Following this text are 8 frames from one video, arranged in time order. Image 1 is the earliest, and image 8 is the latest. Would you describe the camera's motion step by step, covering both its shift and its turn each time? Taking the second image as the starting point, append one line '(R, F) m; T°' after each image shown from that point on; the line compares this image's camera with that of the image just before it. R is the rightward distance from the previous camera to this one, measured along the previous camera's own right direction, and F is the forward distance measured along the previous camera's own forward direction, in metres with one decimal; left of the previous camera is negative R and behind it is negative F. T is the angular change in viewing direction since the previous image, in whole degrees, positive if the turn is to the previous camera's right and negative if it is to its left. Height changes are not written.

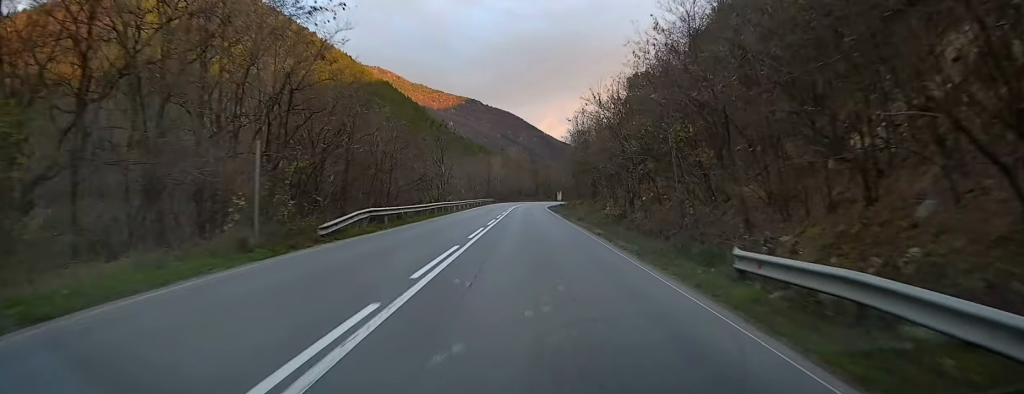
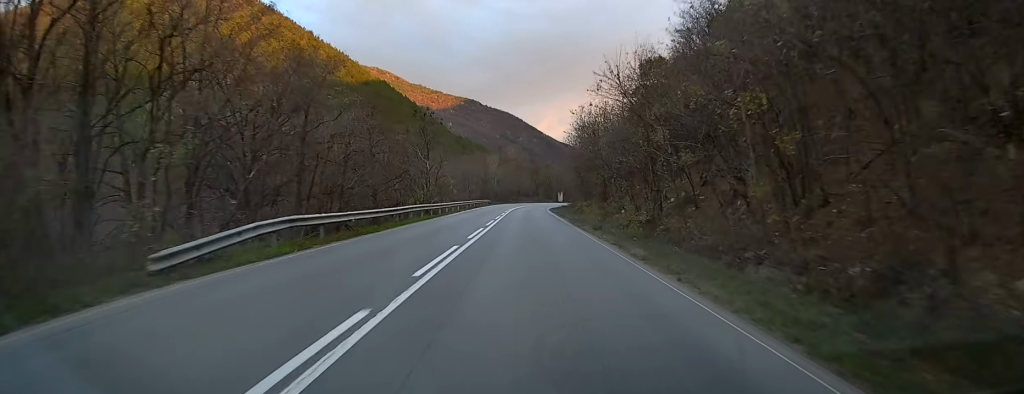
(+0.1, +9.1) m; 0°
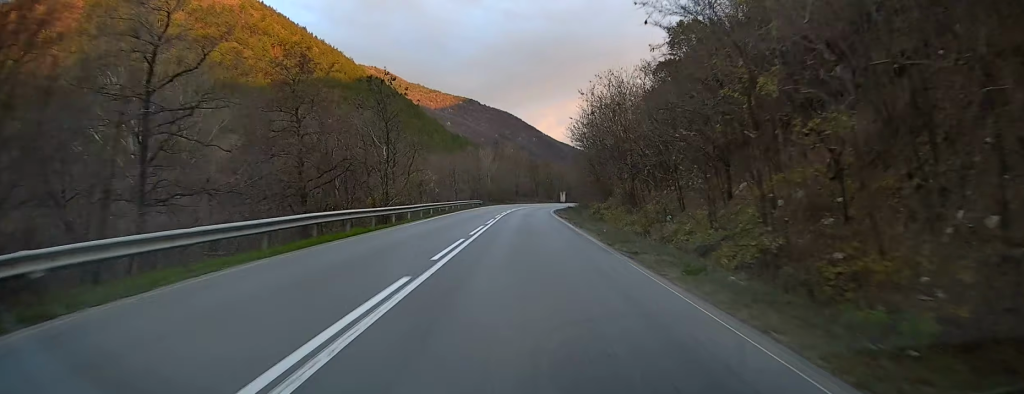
(+0.1, +15.8) m; 0°
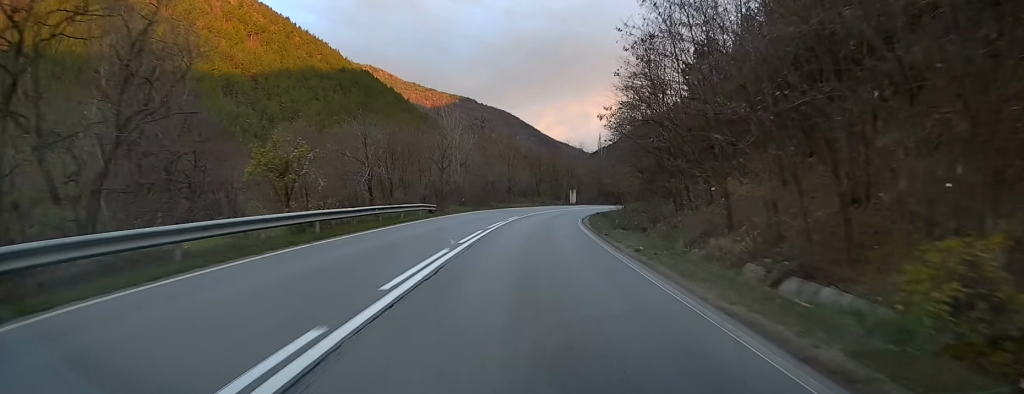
(+0.1, +39.5) m; +1°
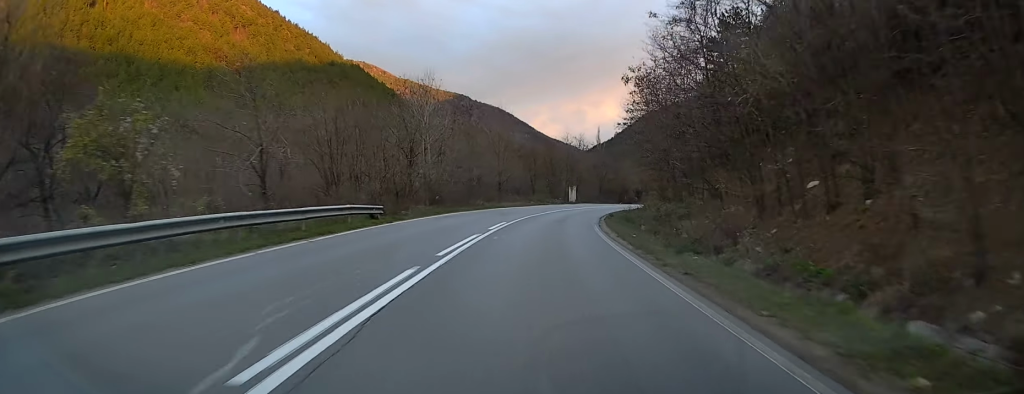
(+0.1, +13.2) m; +1°
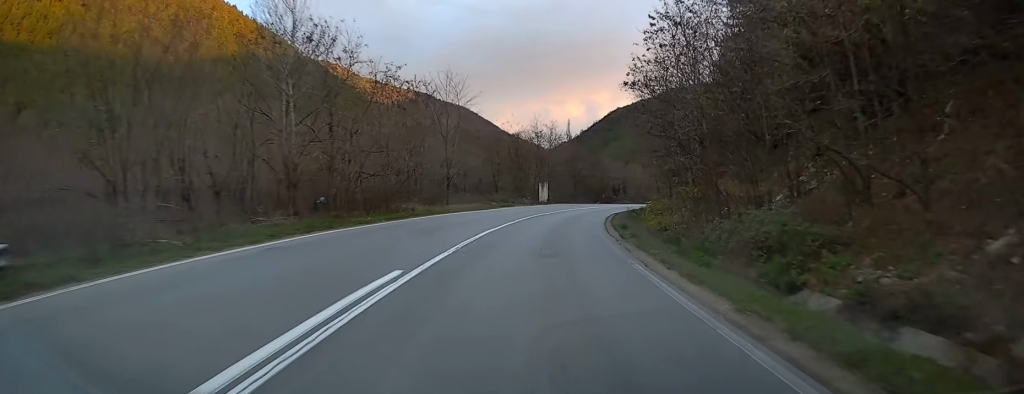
(+0.4, +18.9) m; +3°
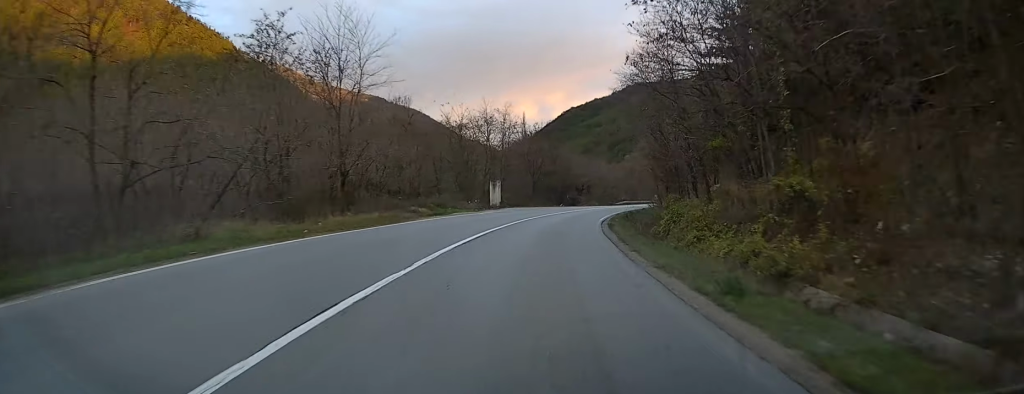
(+0.5, +18.5) m; +3°
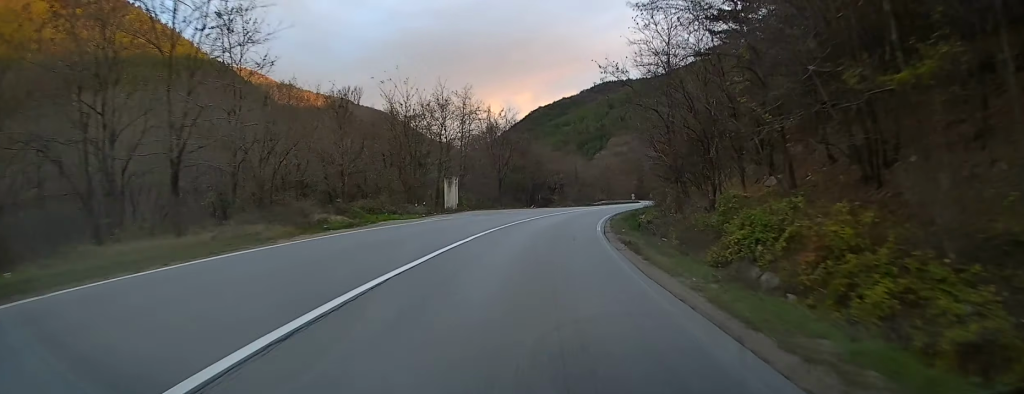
(+0.1, +13.4) m; +3°
